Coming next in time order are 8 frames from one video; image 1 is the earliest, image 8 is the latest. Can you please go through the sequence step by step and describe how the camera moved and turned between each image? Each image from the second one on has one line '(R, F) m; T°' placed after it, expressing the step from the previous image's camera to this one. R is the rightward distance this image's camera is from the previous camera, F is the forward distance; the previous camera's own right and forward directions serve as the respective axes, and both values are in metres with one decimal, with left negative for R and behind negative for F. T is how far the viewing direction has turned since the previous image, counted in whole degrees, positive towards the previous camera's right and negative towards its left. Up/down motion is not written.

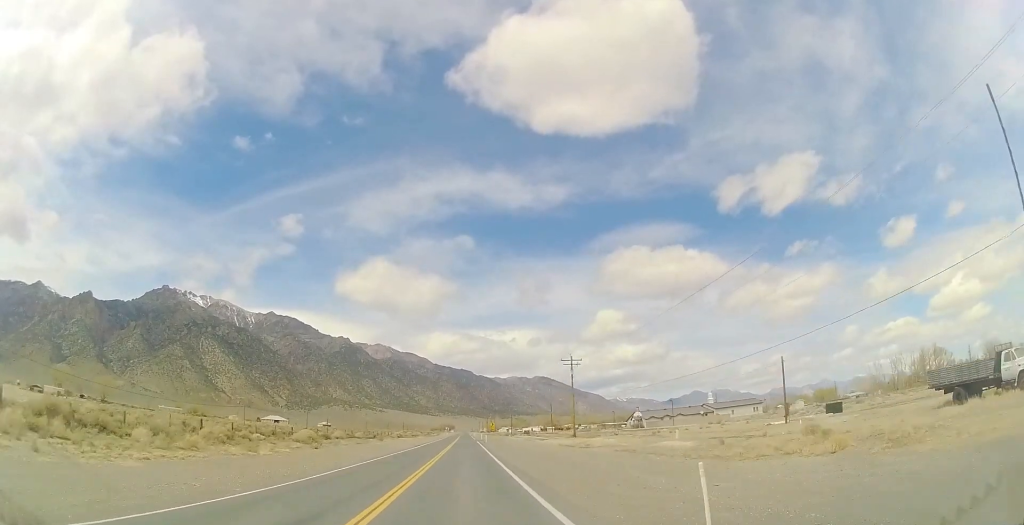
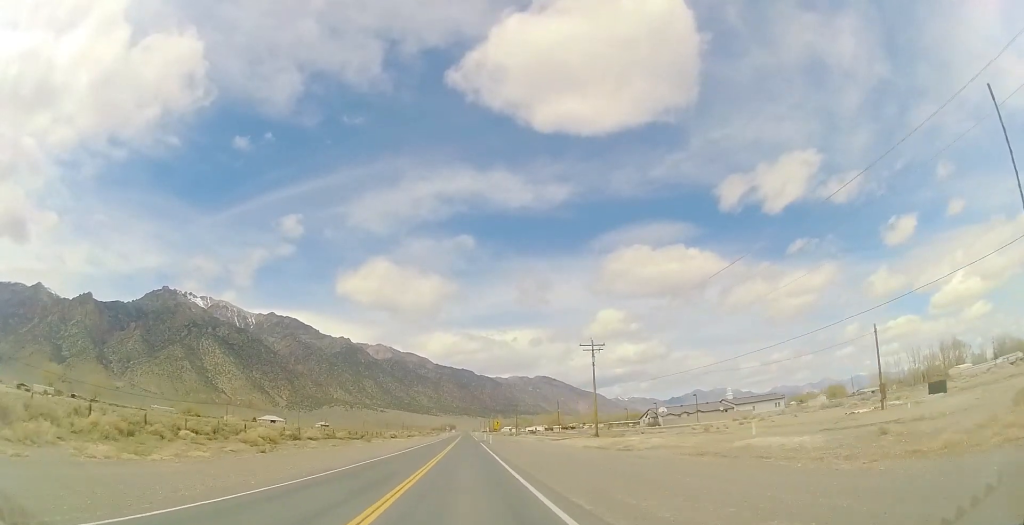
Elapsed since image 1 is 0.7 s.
(+0.4, +12.1) m; +3°
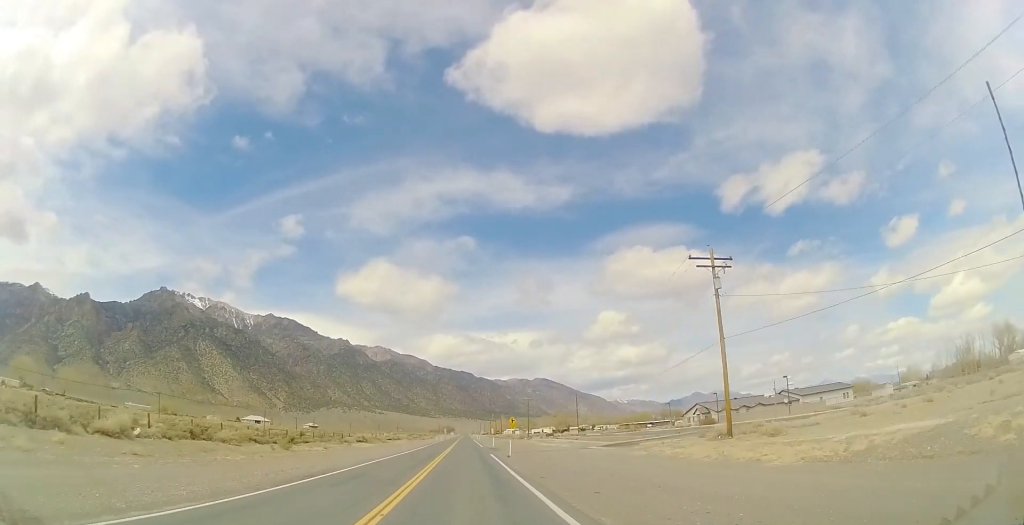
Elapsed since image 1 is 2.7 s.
(-0.3, +32.8) m; -3°
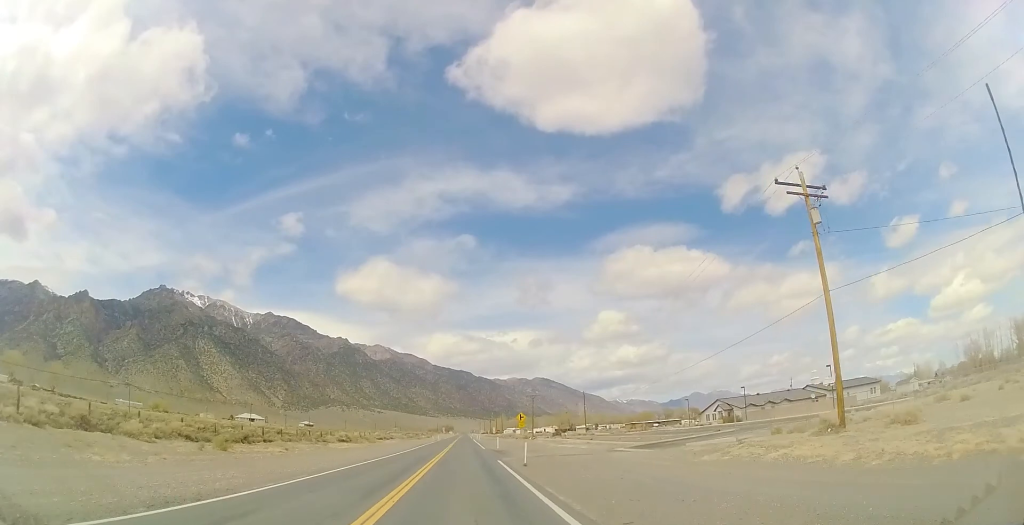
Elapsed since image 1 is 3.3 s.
(-0.1, +10.6) m; -1°
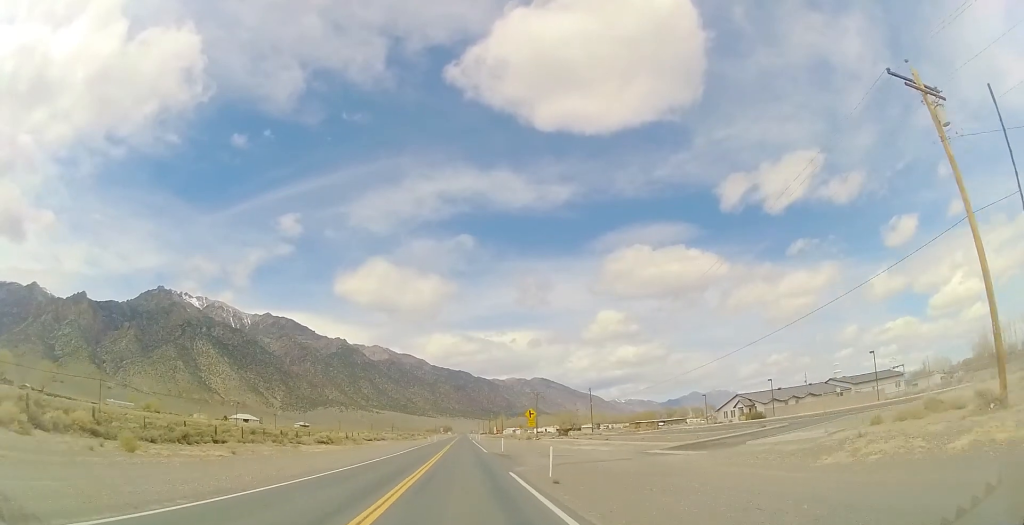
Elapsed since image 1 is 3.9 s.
(+0.1, +9.0) m; -1°
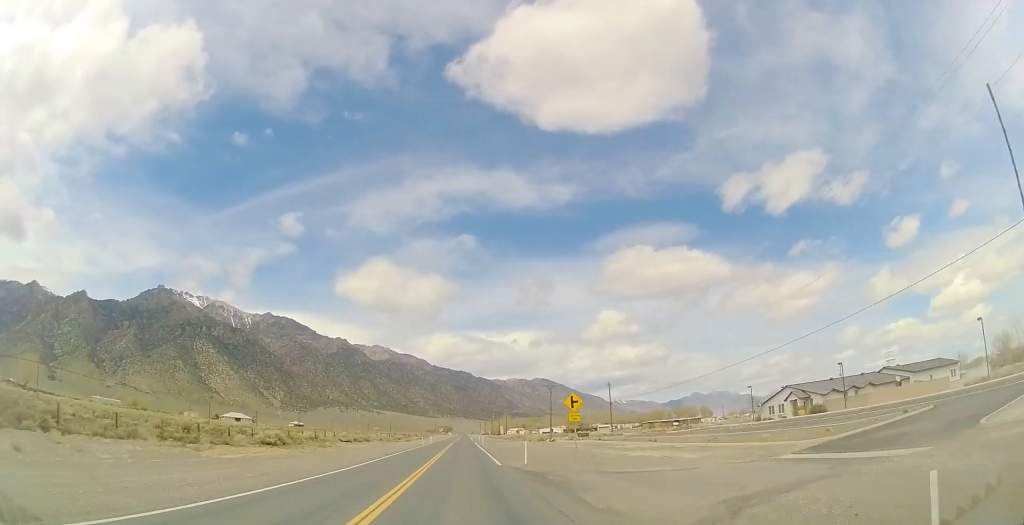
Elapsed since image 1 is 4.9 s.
(-0.4, +16.8) m; +1°
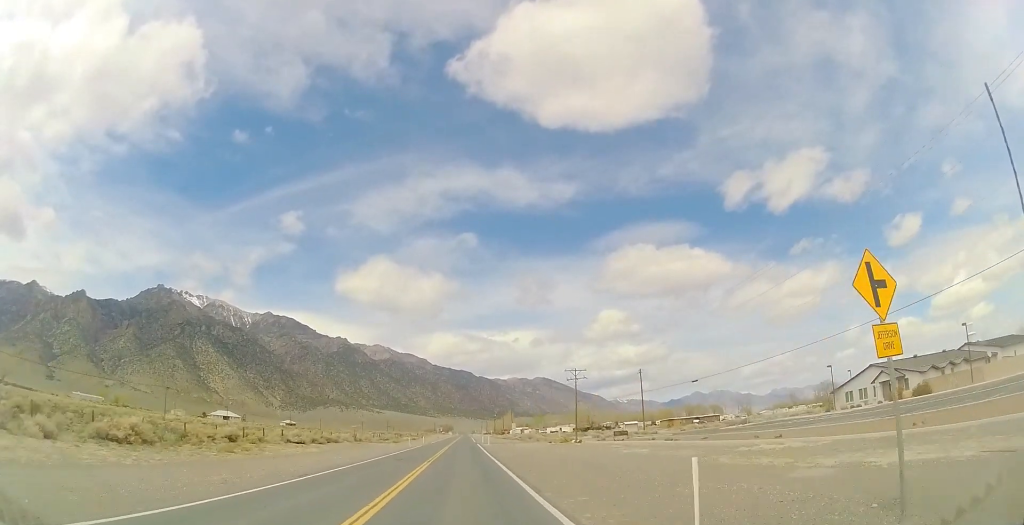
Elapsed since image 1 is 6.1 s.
(+0.7, +20.8) m; +1°
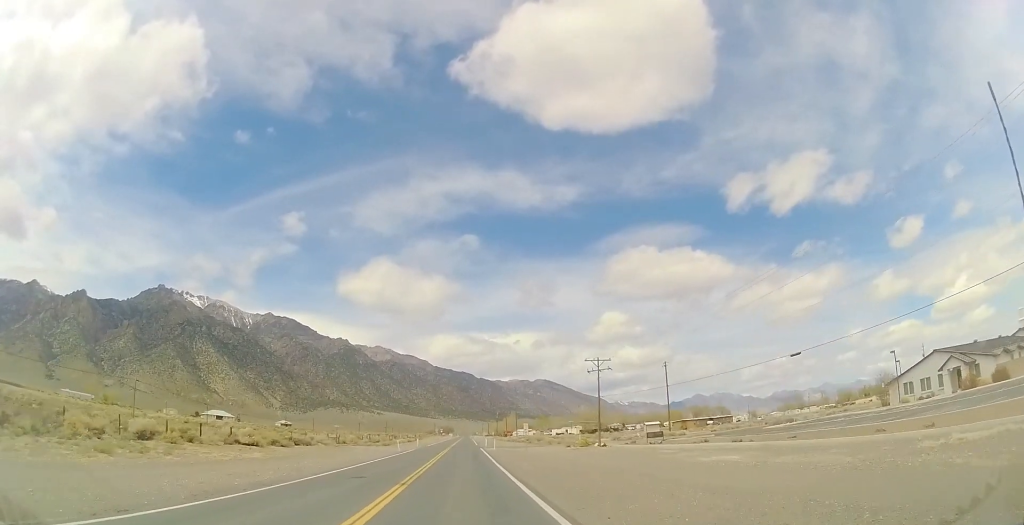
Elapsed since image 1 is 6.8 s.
(-0.1, +11.9) m; -2°
